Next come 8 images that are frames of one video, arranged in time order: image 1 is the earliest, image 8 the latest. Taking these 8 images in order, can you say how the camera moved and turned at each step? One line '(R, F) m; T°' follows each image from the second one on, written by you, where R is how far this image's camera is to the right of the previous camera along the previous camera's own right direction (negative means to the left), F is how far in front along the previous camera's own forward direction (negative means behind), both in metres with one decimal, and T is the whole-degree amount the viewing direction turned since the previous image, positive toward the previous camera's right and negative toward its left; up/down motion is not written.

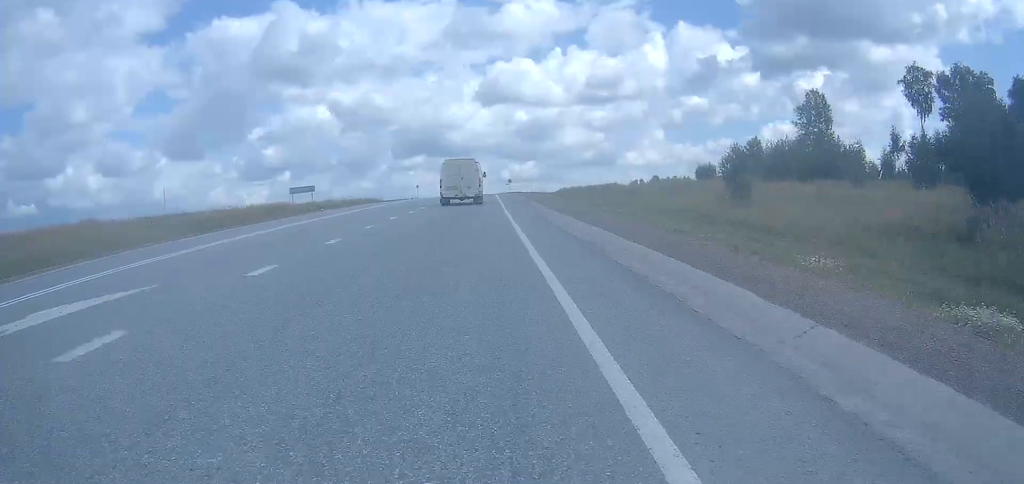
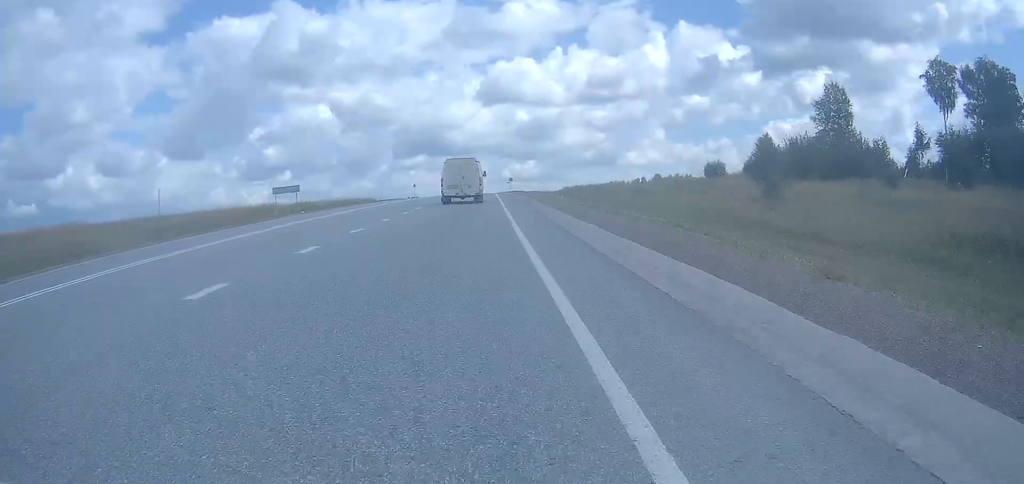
(-0.1, +5.8) m; +1°
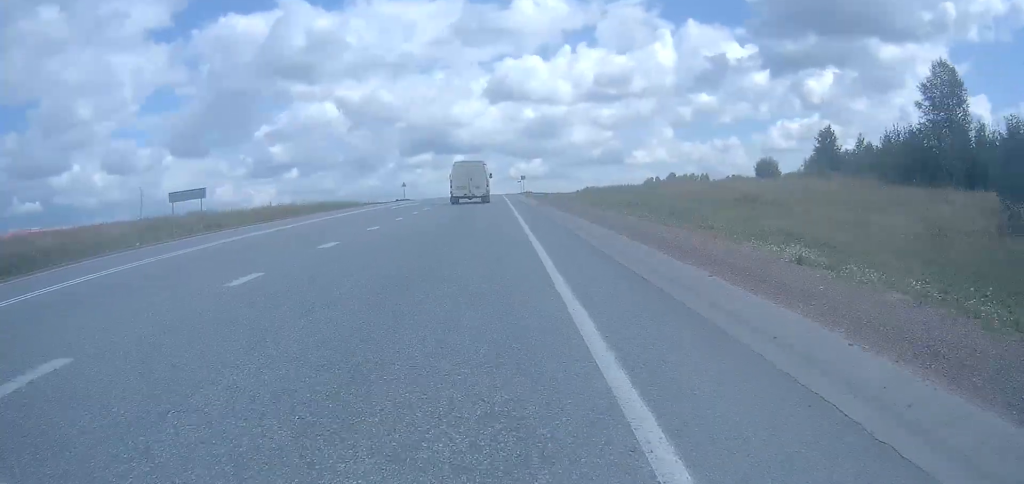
(+0.7, +23.3) m; 0°
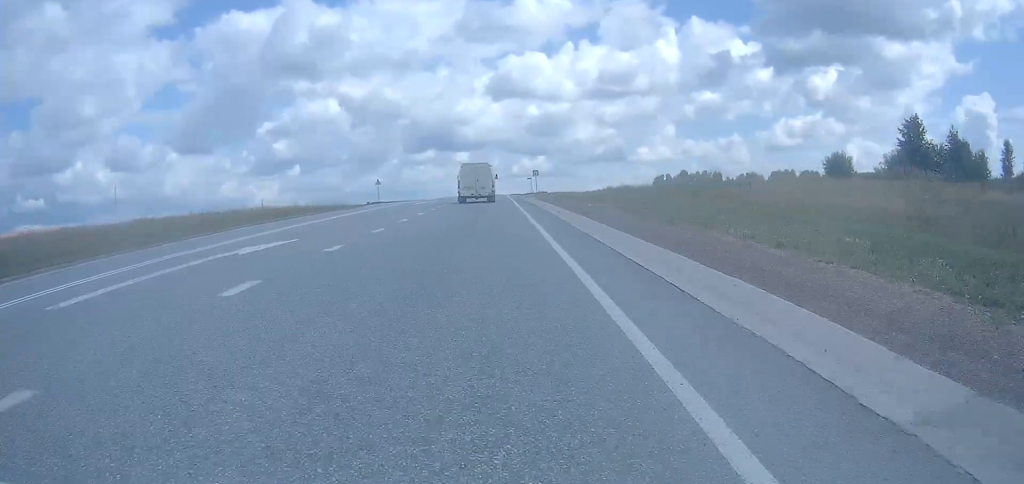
(-0.6, +25.0) m; -1°
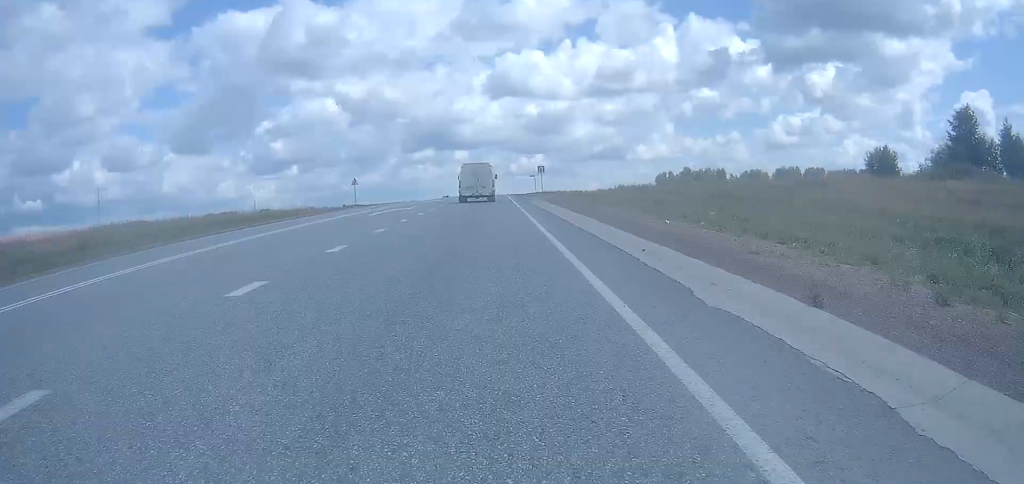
(+0.1, +12.1) m; 0°
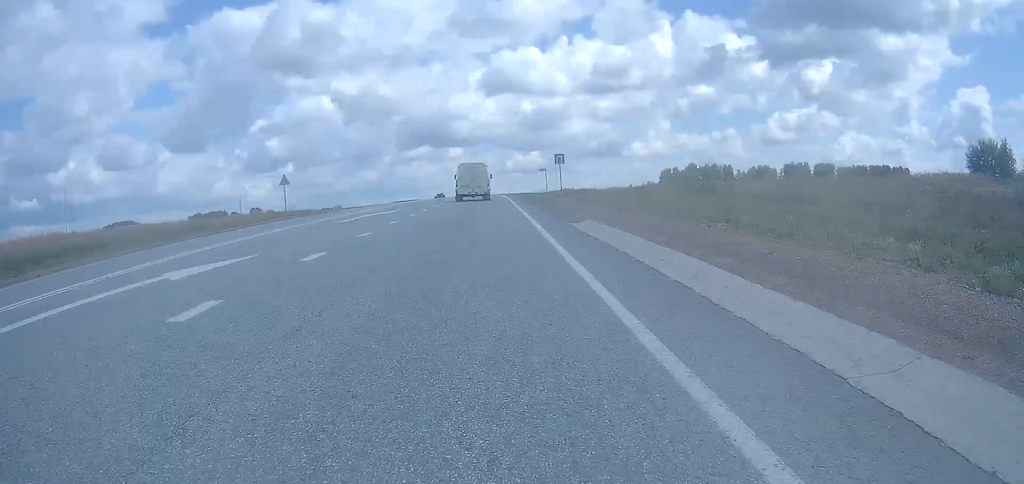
(-0.1, +20.9) m; 0°
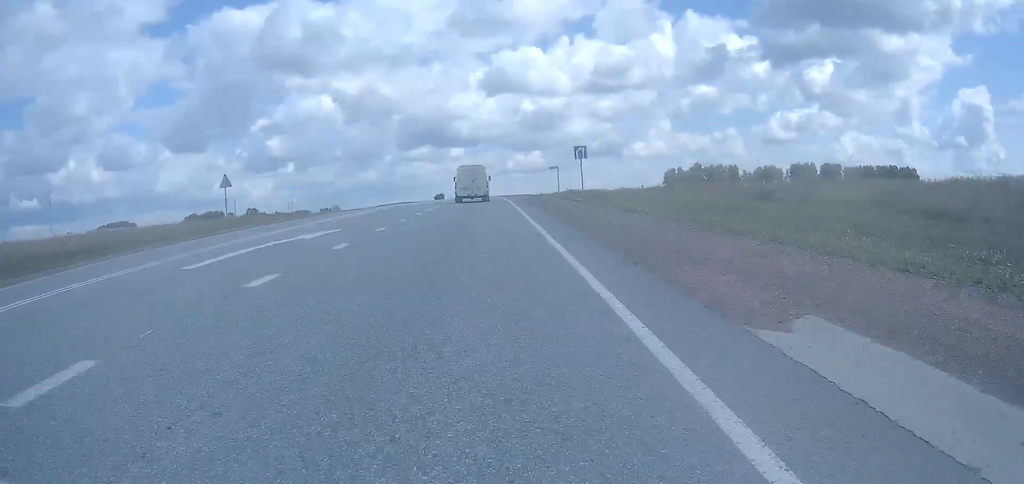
(0.0, +10.0) m; 0°
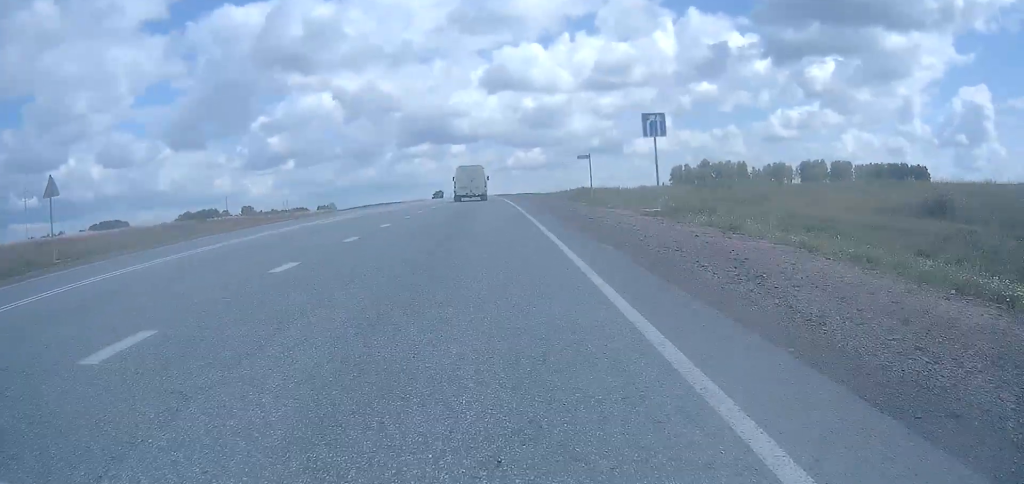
(+0.1, +14.9) m; +1°
